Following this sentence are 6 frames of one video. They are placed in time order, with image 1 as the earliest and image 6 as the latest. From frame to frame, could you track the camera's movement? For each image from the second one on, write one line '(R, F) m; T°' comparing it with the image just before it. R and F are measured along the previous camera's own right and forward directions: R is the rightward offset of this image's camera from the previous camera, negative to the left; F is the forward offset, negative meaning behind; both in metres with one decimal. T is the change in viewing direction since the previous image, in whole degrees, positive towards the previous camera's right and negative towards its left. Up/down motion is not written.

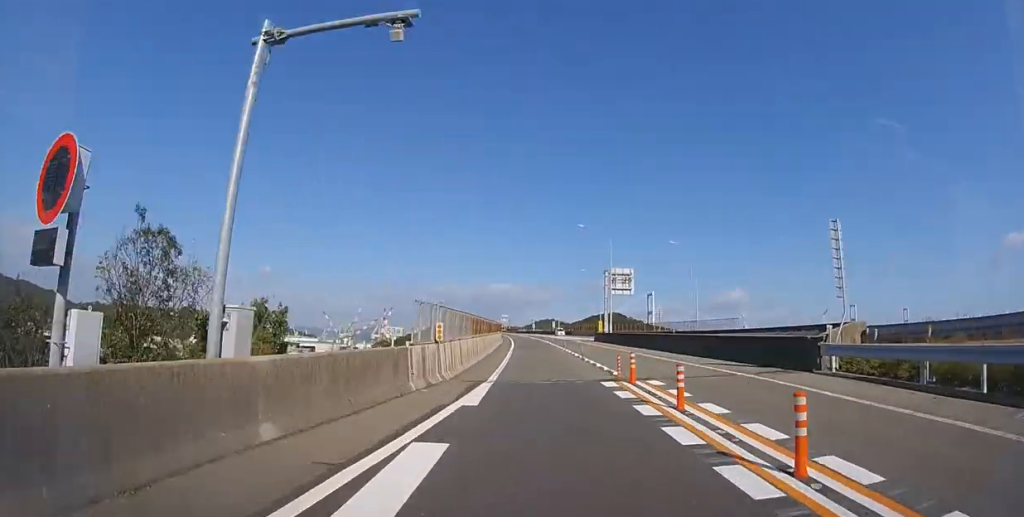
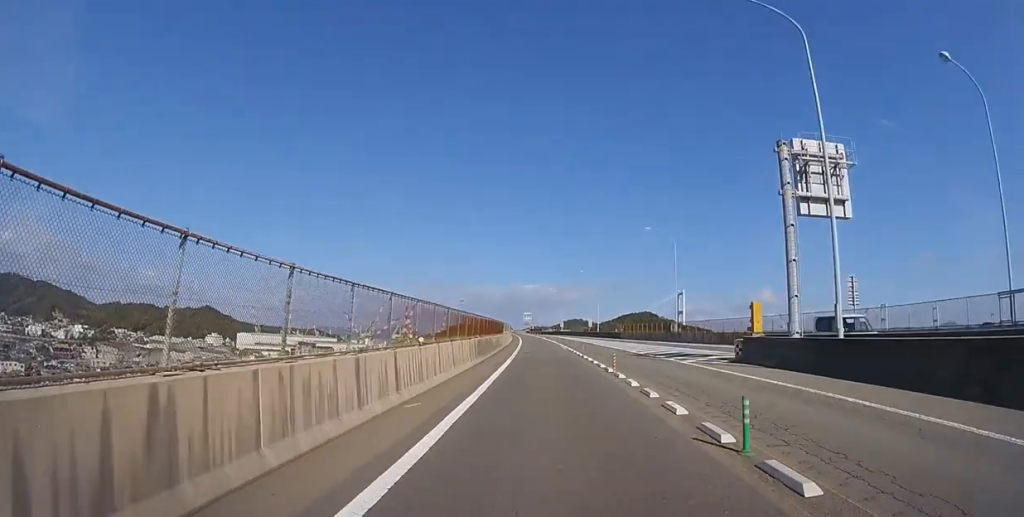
(-0.8, +38.9) m; -4°
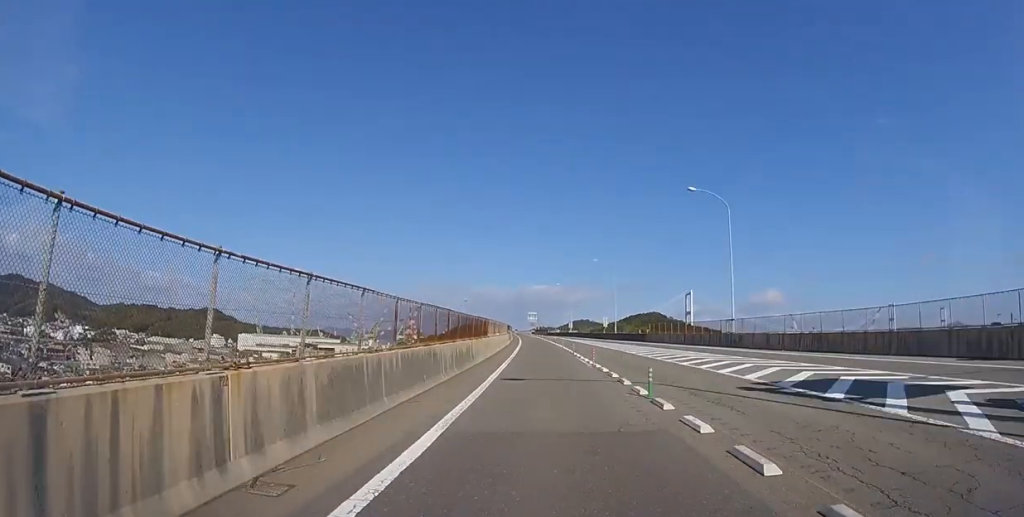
(-0.4, +15.9) m; -2°
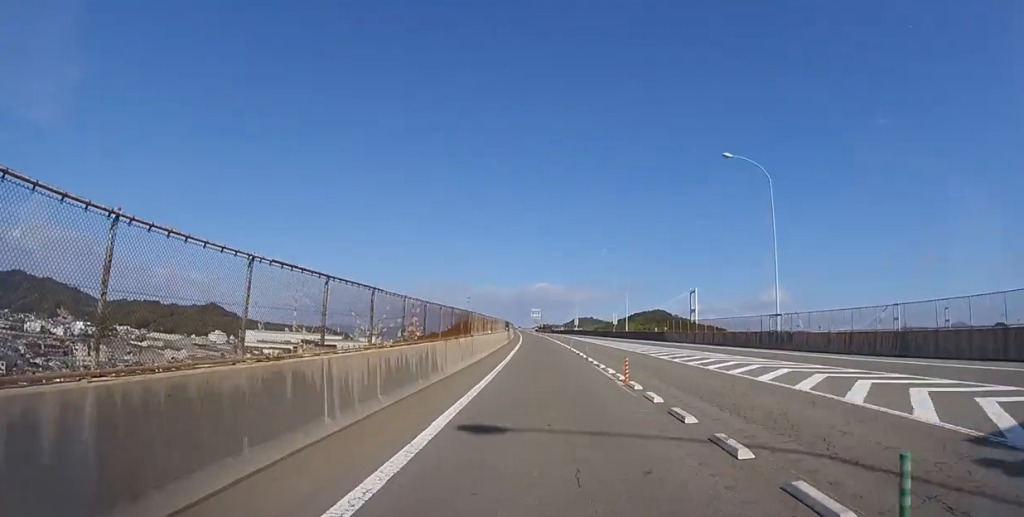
(-0.1, +7.3) m; 0°
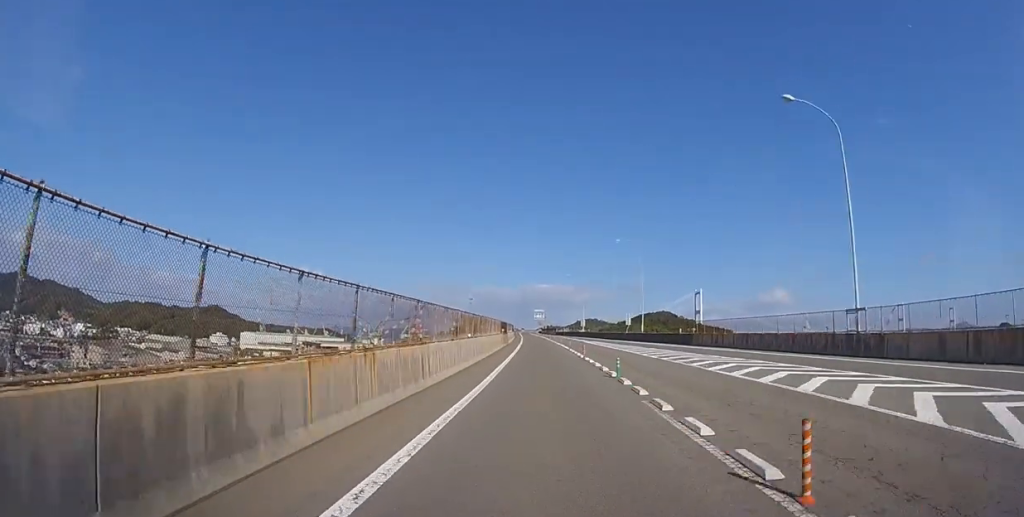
(0.0, +9.2) m; 0°
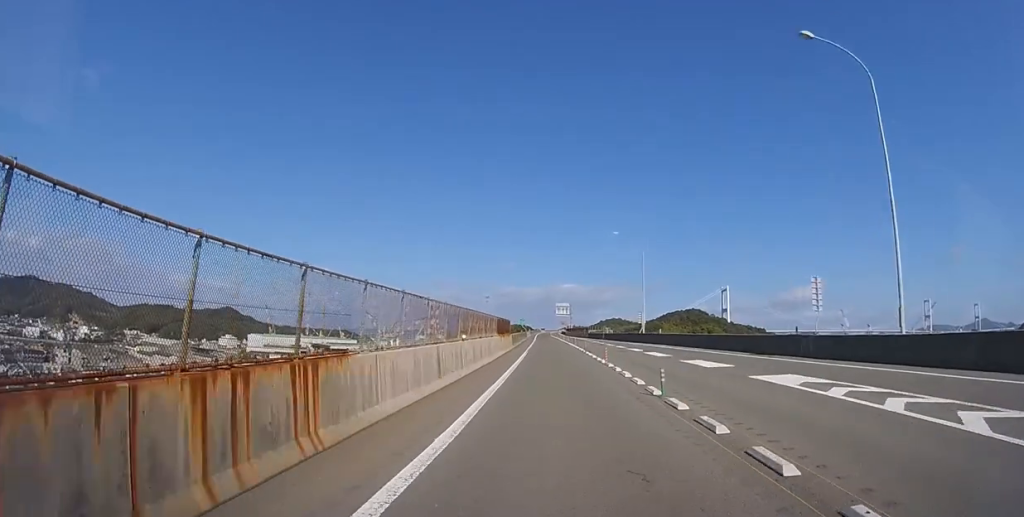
(-0.5, +42.9) m; -2°
